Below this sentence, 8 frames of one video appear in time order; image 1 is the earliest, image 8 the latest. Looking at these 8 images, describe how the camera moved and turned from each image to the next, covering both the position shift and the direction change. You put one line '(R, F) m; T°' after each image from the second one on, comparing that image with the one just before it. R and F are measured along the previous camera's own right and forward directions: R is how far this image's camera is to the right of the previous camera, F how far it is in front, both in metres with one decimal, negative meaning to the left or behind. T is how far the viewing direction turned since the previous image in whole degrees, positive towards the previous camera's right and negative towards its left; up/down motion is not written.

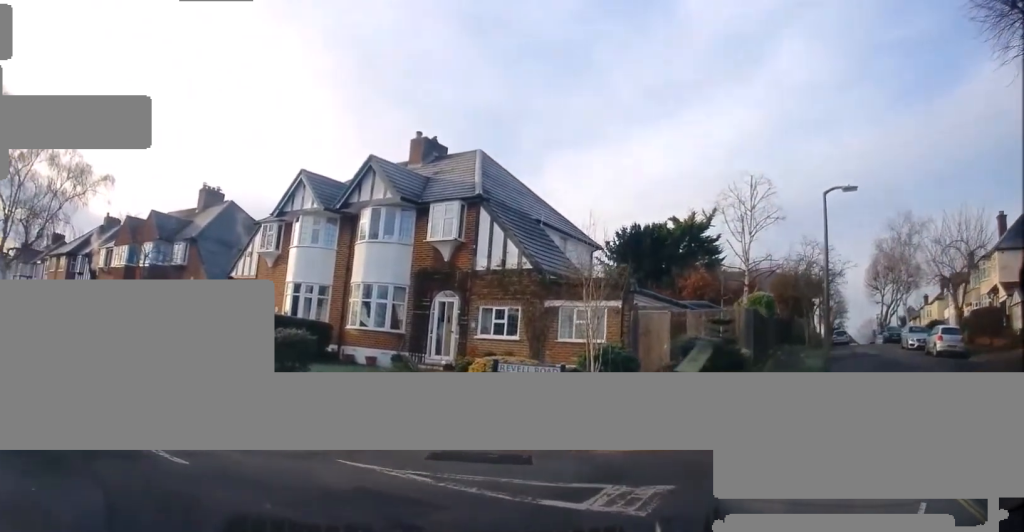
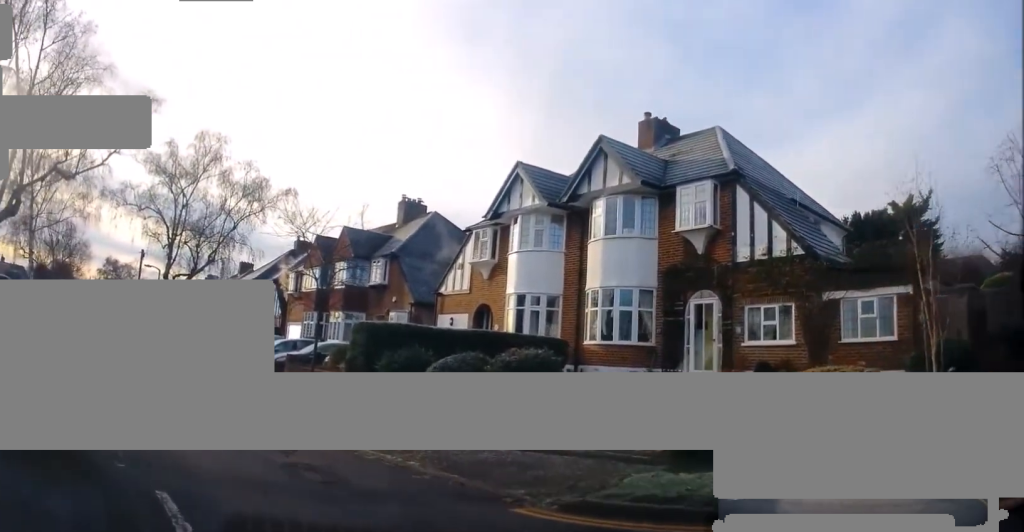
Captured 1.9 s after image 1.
(-0.9, +4.5) m; -15°
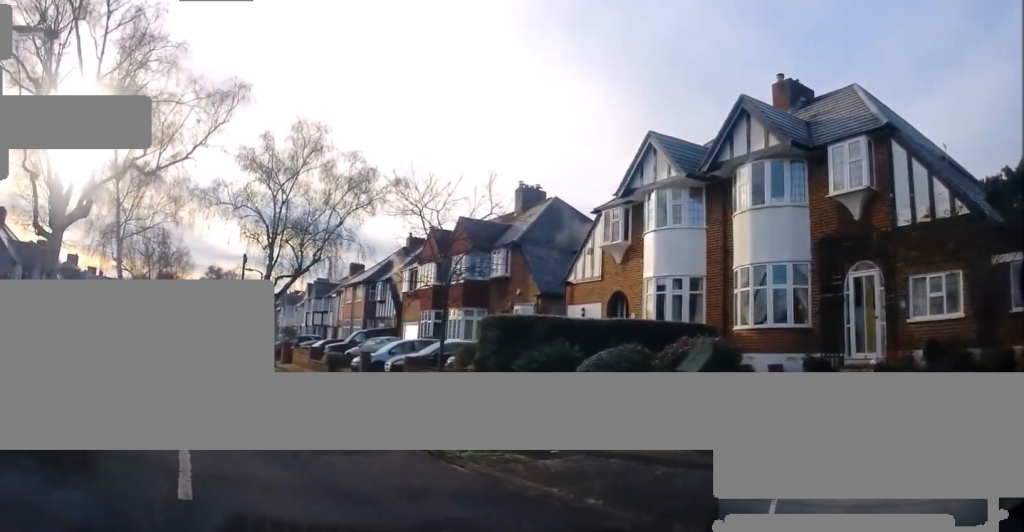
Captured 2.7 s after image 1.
(0.0, +2.1) m; -10°
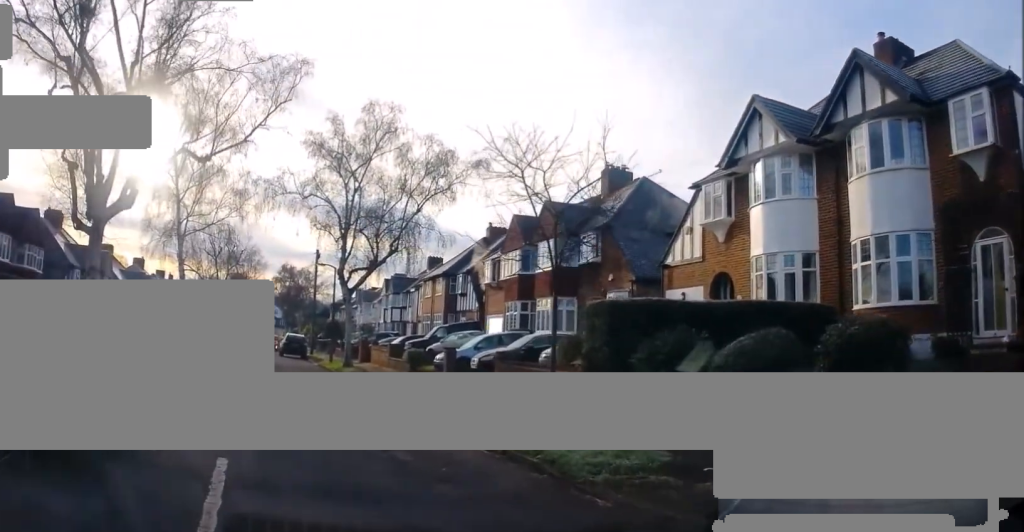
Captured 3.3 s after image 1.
(-0.2, +1.8) m; -4°
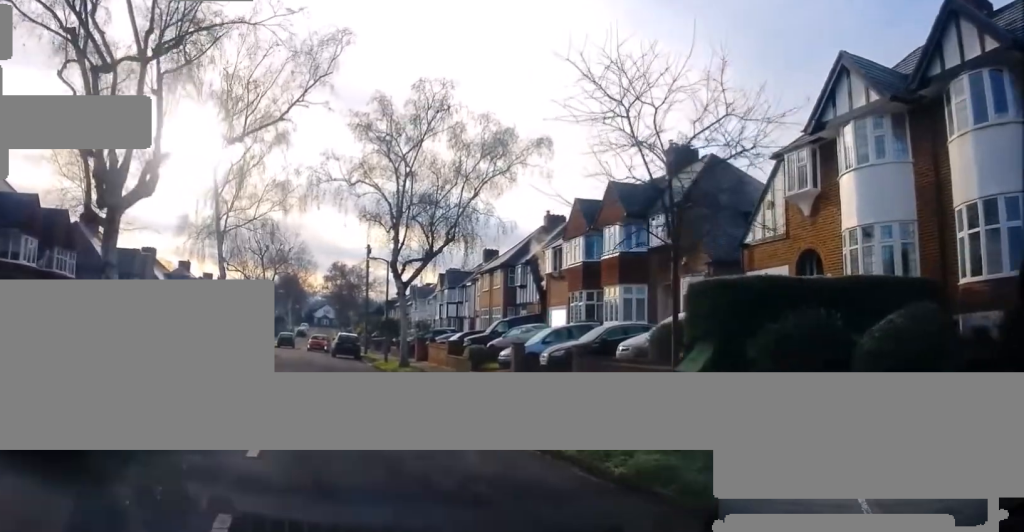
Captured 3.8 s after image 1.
(-0.2, +1.6) m; -3°
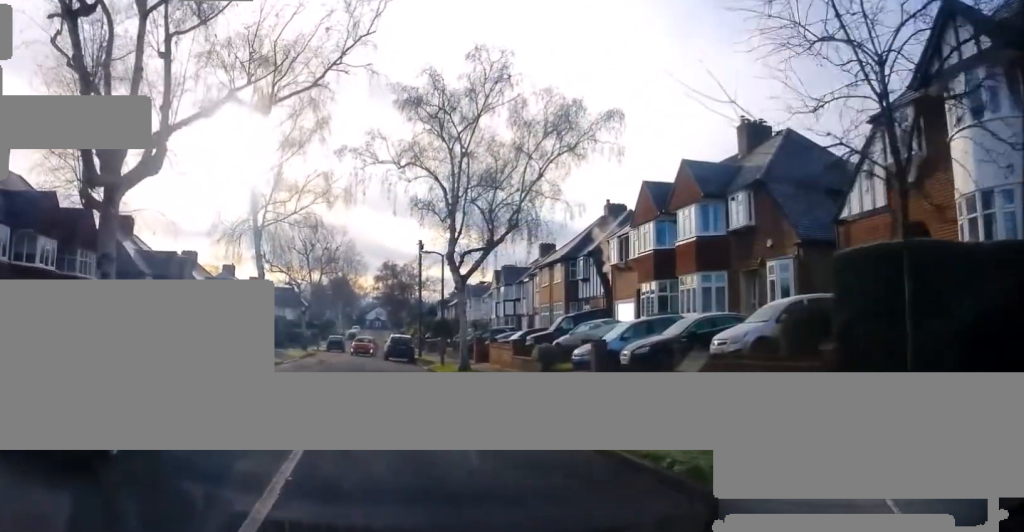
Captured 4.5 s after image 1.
(+0.1, +2.6) m; -1°
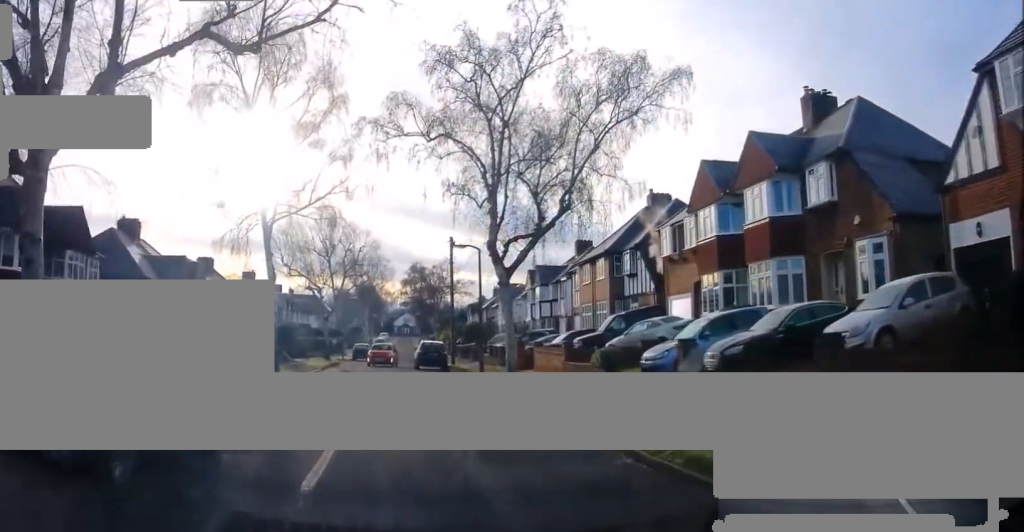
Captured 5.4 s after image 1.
(-0.1, +3.6) m; -4°
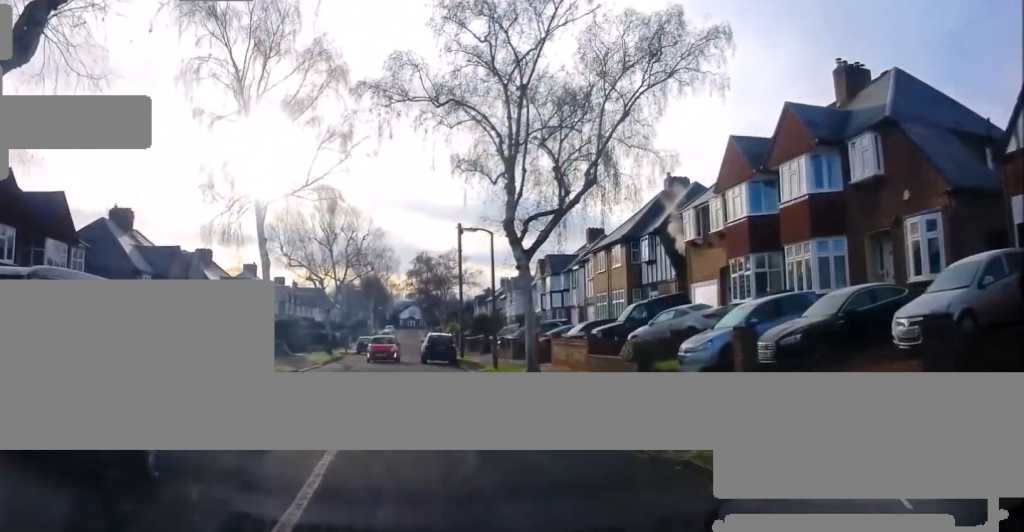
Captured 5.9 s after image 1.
(0.0, +2.3) m; -4°
